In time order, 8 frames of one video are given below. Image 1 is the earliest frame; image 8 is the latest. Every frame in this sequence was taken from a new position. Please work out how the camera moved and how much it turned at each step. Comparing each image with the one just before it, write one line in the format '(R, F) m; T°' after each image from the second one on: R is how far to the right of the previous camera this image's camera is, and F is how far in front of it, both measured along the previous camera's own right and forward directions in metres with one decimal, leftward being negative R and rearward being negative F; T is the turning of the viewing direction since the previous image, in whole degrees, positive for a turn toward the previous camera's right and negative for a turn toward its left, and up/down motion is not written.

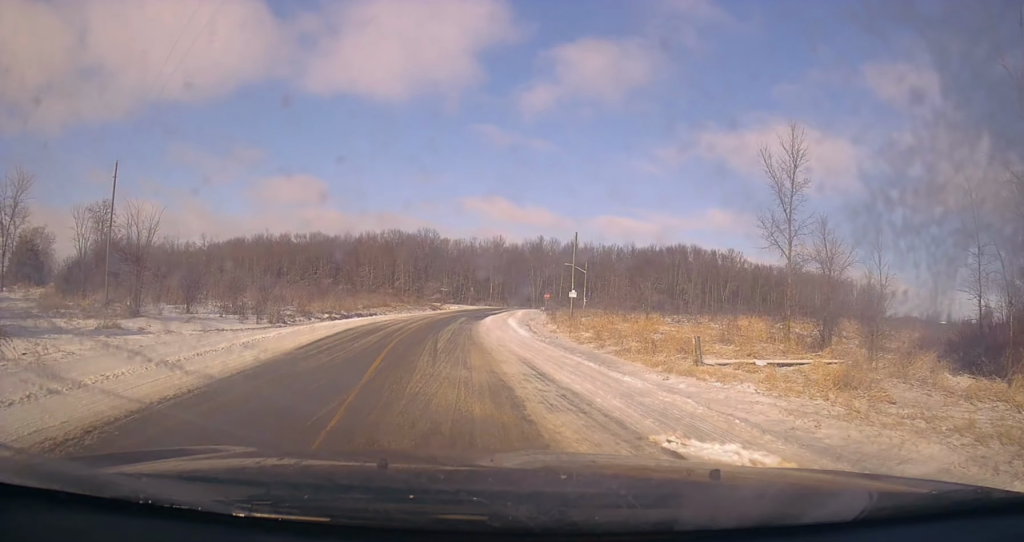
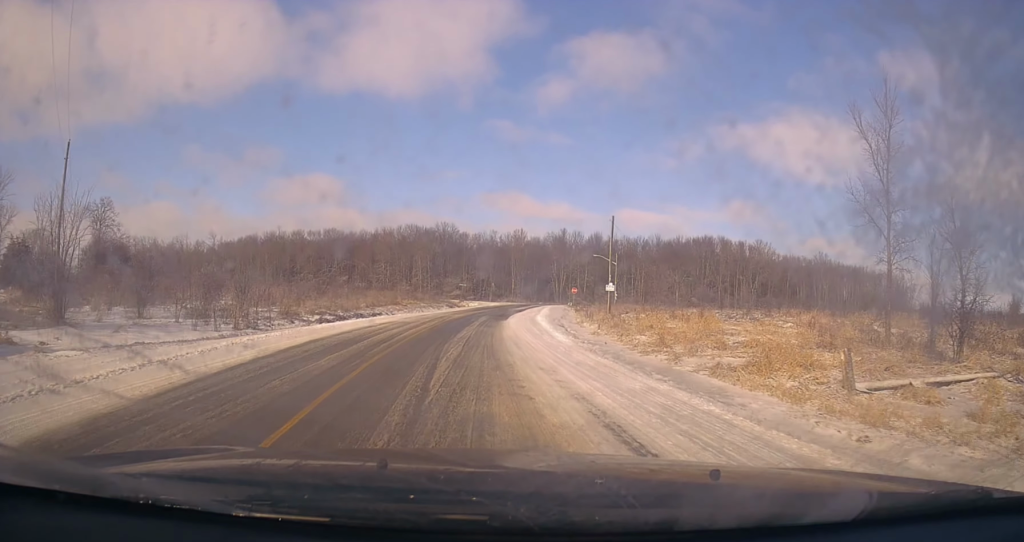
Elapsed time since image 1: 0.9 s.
(-0.6, +6.6) m; -7°
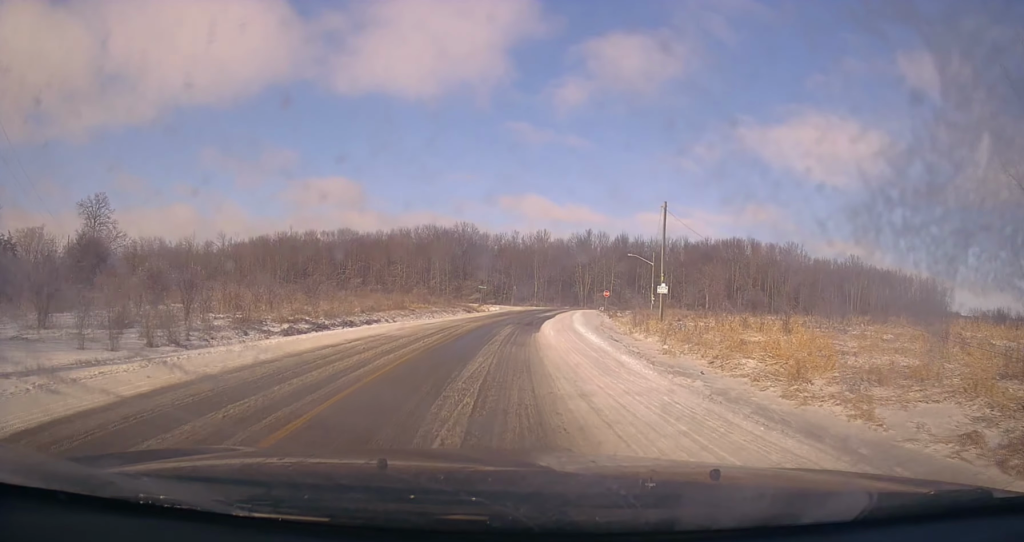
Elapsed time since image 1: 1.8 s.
(-0.4, +7.7) m; +2°
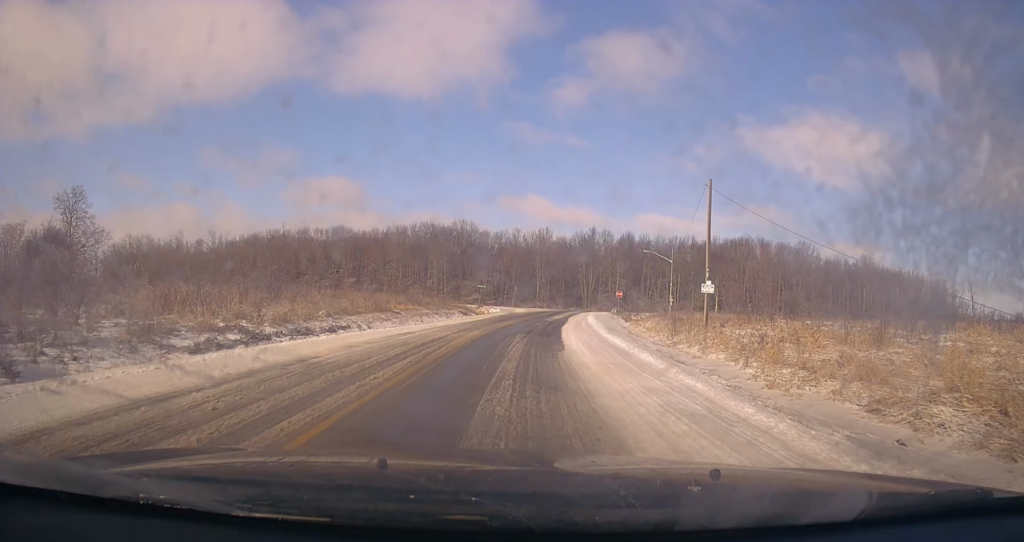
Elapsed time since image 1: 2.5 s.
(+0.8, +7.5) m; +2°
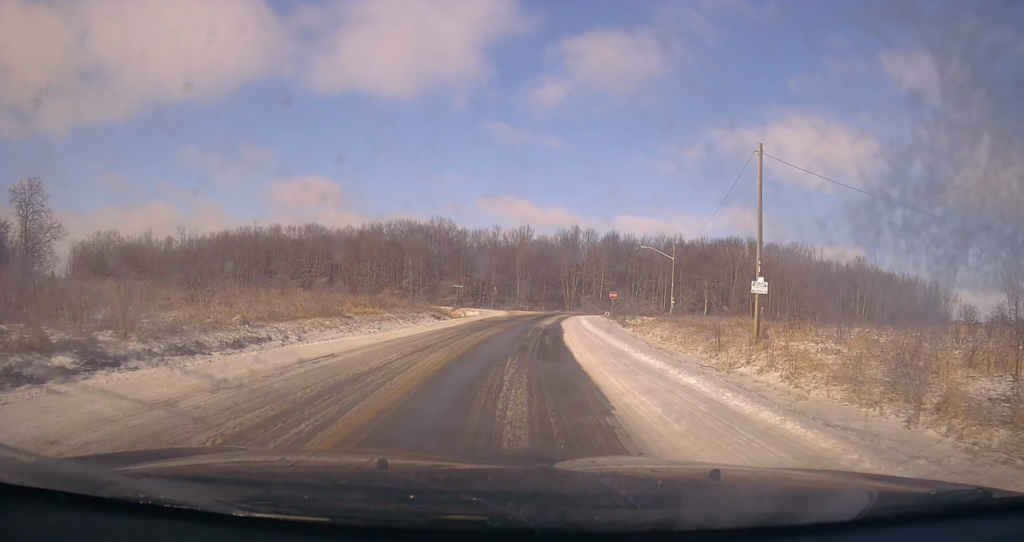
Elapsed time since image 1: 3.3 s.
(-0.3, +7.8) m; -3°
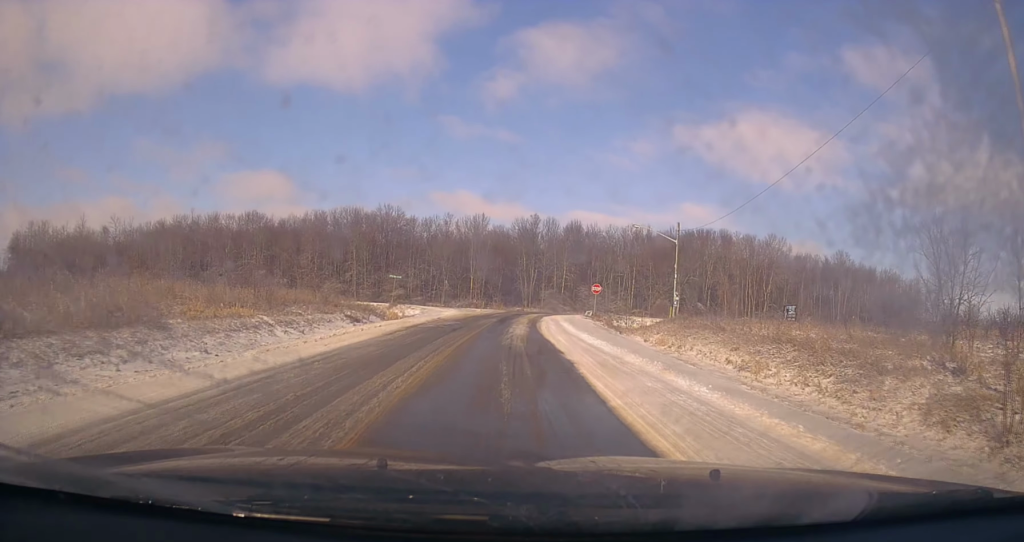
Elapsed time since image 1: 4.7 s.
(-0.4, +14.2) m; +1°
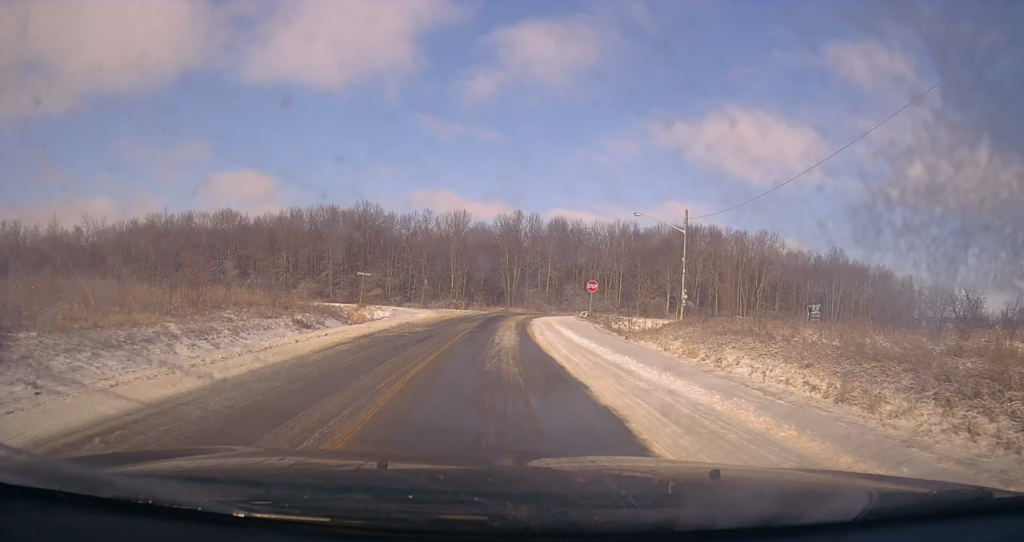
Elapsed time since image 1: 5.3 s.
(+0.4, +6.3) m; +3°
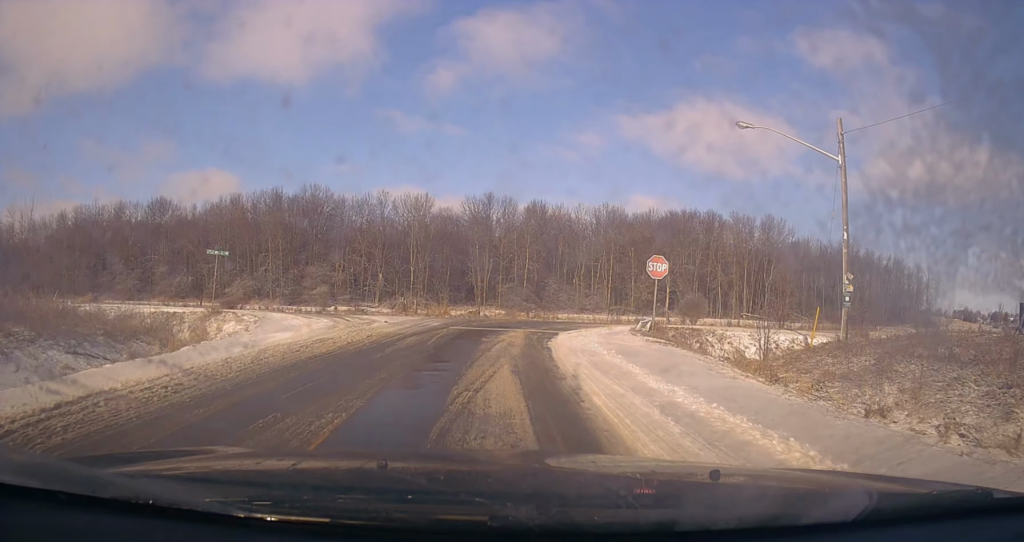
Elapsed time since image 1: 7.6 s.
(+1.0, +23.3) m; +3°
